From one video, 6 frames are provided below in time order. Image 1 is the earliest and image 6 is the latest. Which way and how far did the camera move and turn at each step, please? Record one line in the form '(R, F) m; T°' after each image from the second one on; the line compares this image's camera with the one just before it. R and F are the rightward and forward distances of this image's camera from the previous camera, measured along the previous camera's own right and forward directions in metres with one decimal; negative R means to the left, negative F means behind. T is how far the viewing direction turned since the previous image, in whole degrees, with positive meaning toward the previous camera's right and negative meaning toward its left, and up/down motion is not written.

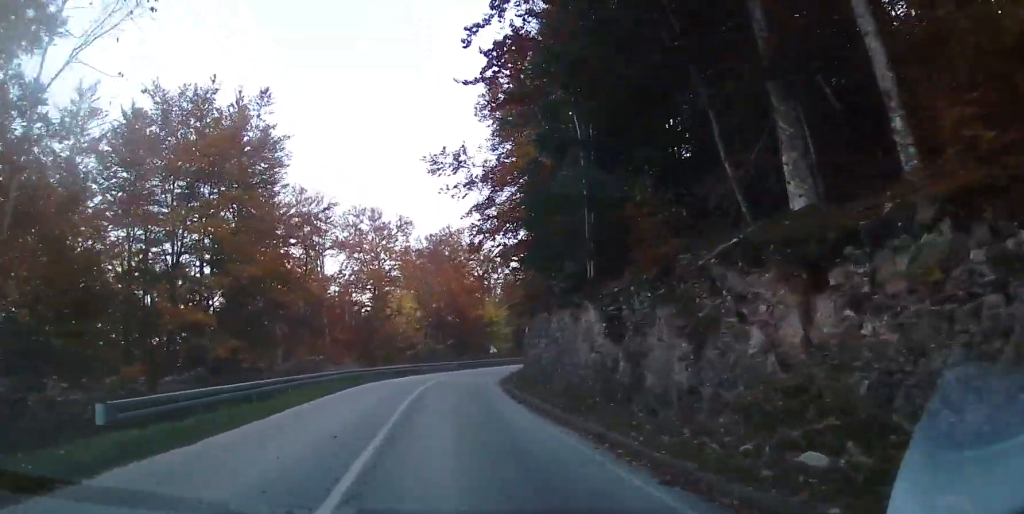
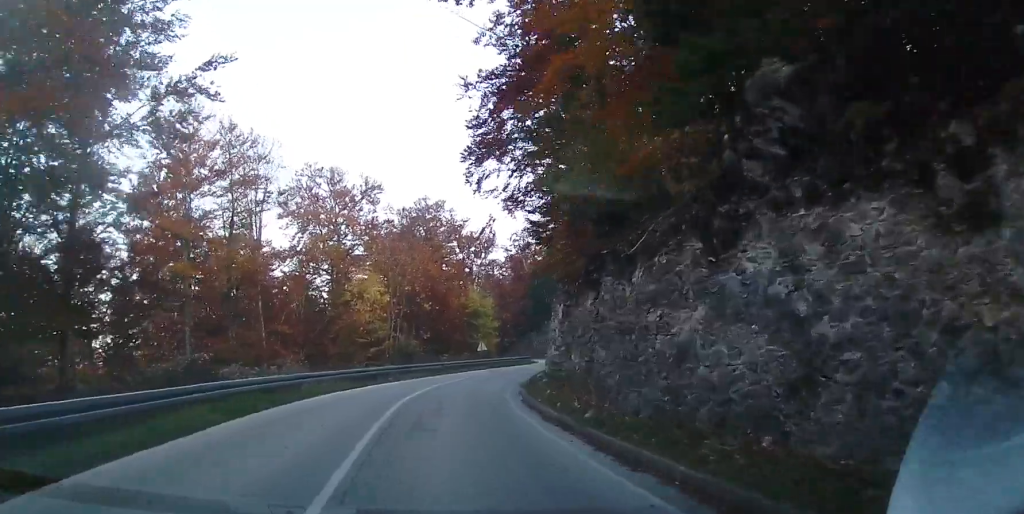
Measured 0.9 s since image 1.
(+0.3, +13.6) m; +5°
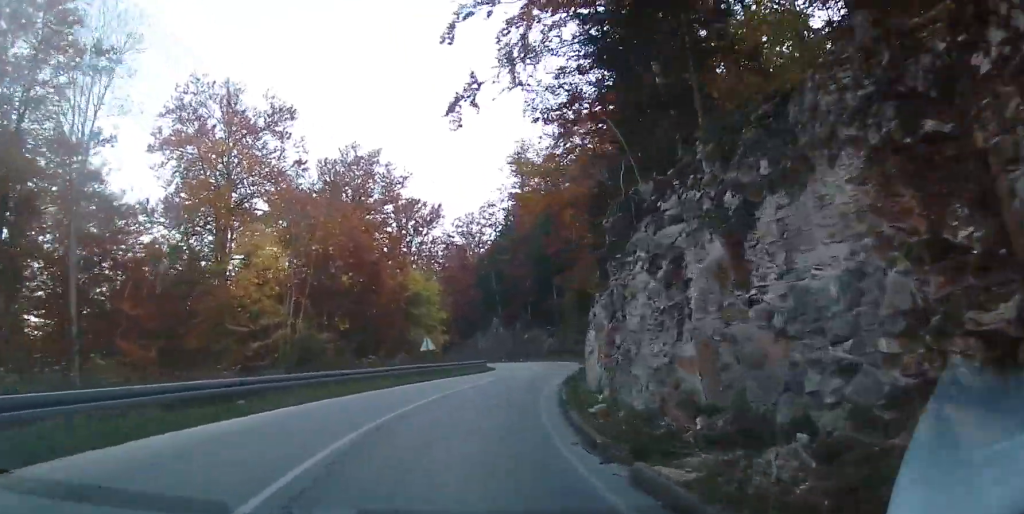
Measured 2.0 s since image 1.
(+1.2, +16.6) m; +4°
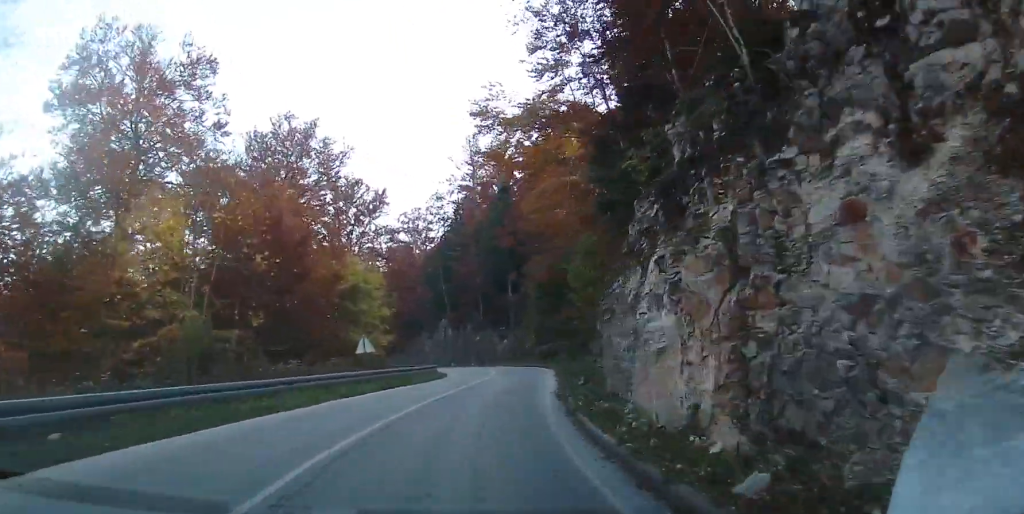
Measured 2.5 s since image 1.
(-0.2, +7.1) m; +2°
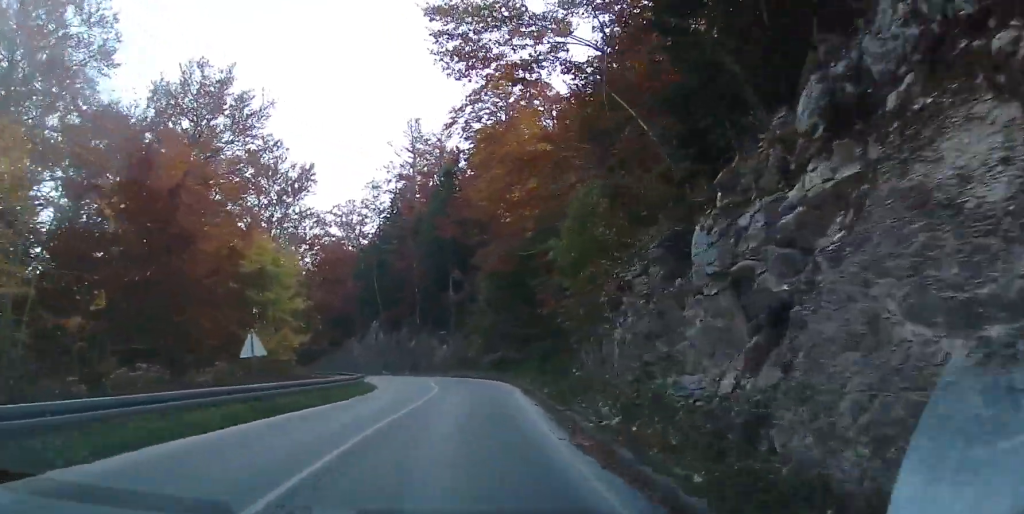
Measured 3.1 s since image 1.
(0.0, +8.2) m; +3°
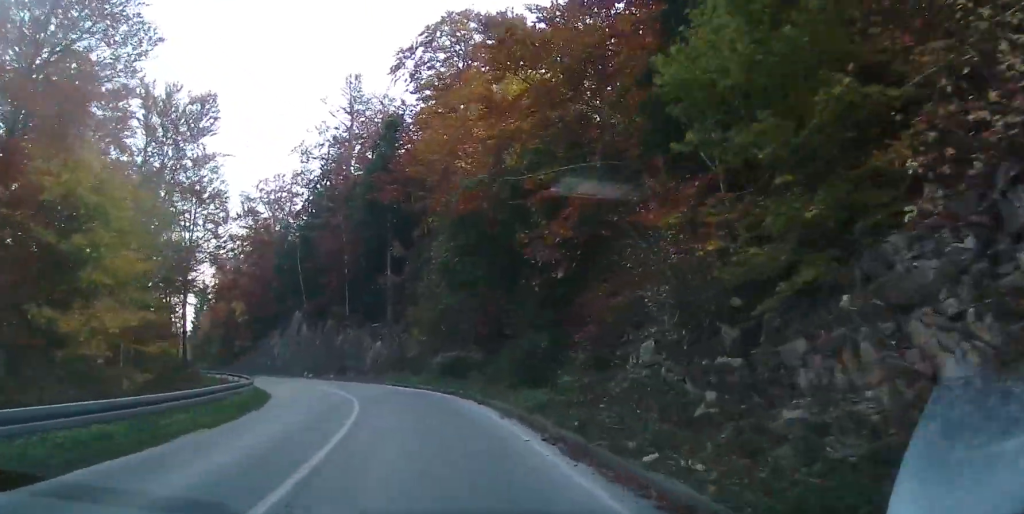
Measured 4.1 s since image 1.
(+1.1, +12.2) m; +5°
